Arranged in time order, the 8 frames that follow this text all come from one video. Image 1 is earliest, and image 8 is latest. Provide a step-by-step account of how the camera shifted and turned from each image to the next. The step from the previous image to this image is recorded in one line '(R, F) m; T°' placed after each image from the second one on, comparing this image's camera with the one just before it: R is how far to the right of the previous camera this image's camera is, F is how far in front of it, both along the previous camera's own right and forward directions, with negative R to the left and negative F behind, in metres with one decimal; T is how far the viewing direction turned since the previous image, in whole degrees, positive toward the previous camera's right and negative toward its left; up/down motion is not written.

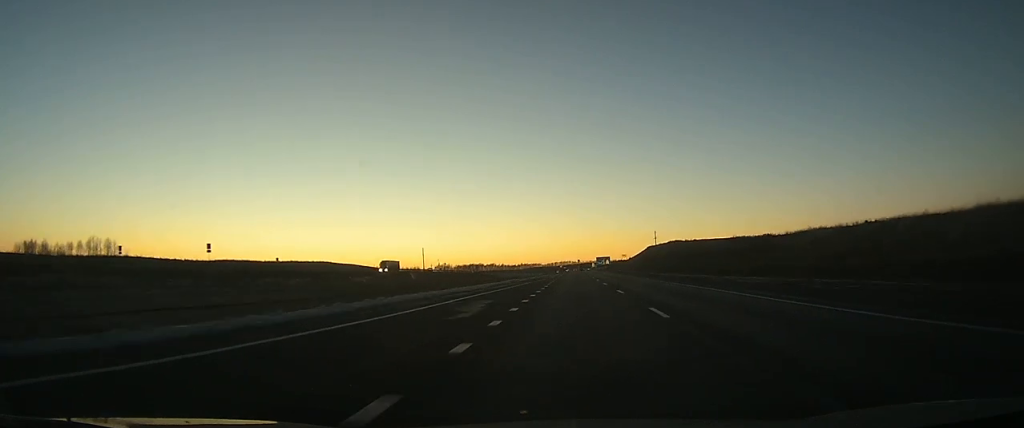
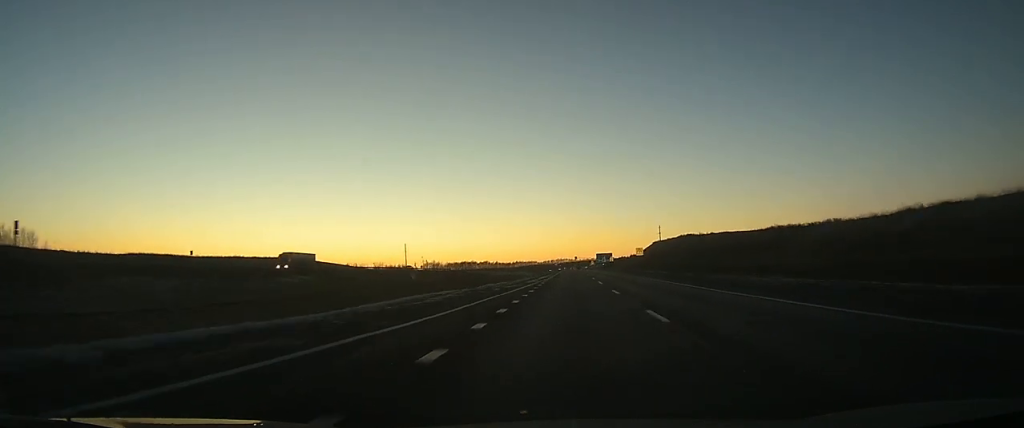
(0.0, +36.3) m; 0°
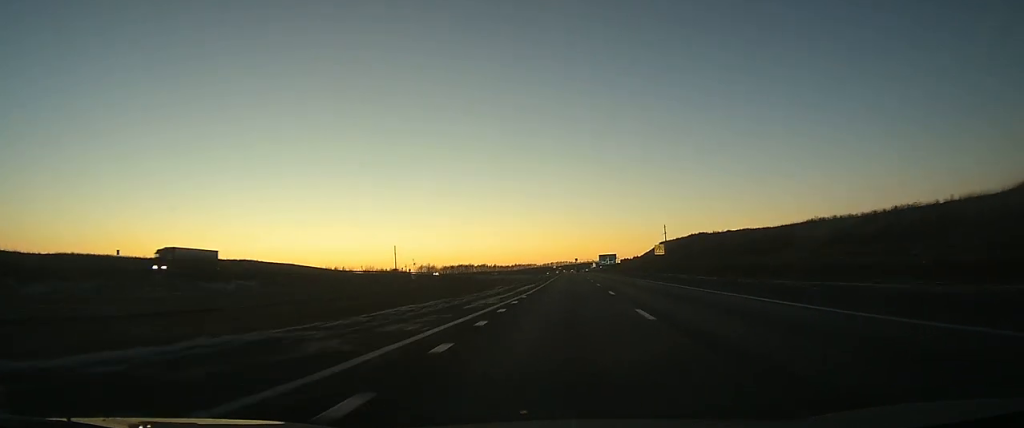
(0.0, +22.4) m; 0°
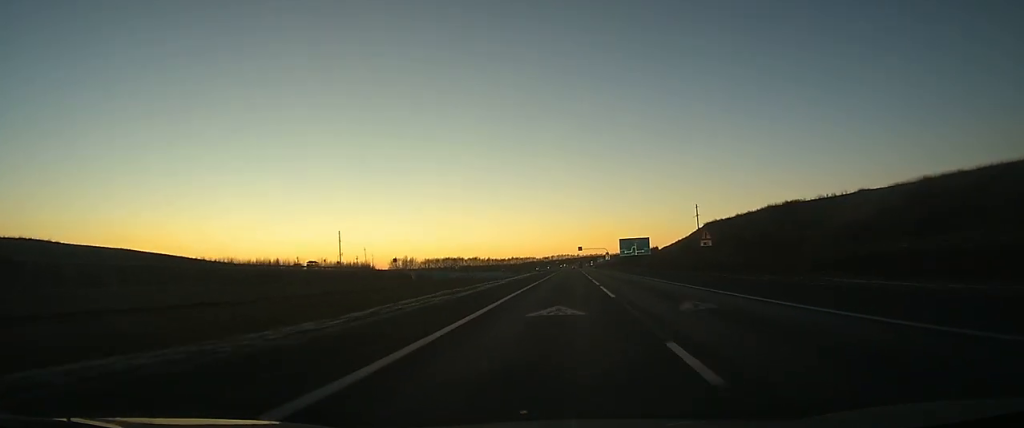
(0.0, +88.7) m; 0°
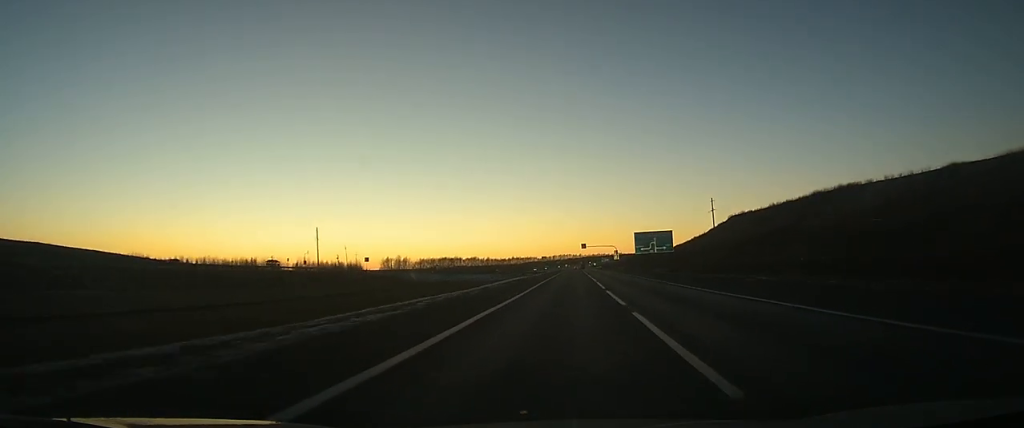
(-0.1, +26.9) m; 0°
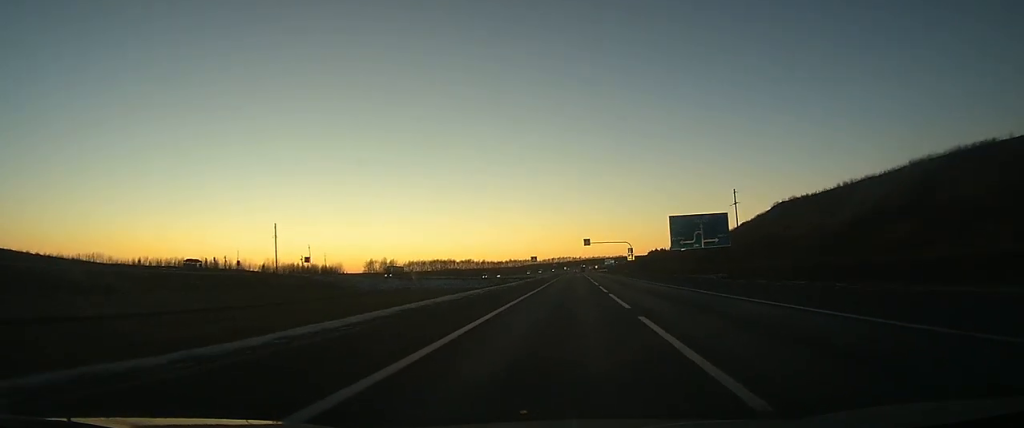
(0.0, +36.7) m; 0°
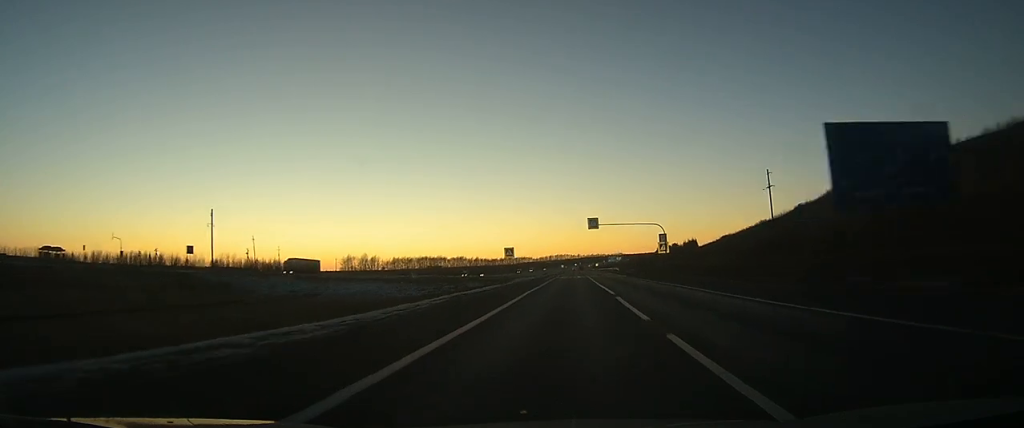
(0.0, +39.8) m; 0°
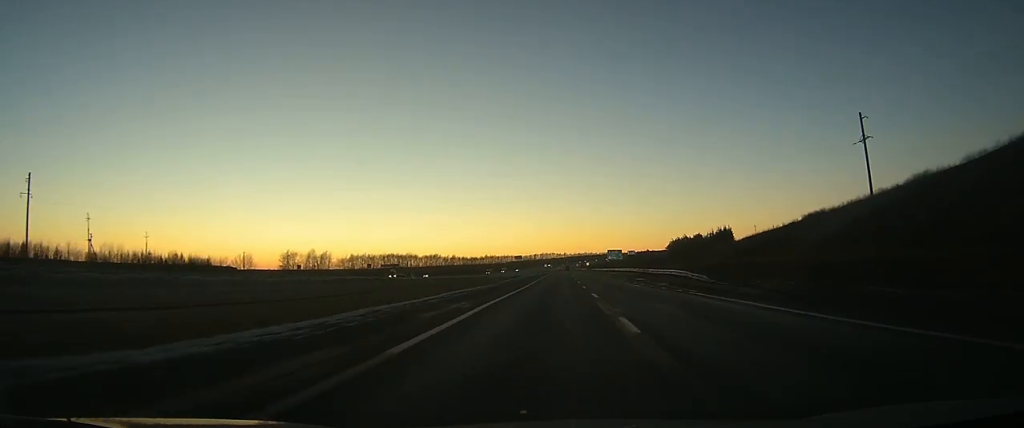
(+0.9, +65.6) m; +1°
